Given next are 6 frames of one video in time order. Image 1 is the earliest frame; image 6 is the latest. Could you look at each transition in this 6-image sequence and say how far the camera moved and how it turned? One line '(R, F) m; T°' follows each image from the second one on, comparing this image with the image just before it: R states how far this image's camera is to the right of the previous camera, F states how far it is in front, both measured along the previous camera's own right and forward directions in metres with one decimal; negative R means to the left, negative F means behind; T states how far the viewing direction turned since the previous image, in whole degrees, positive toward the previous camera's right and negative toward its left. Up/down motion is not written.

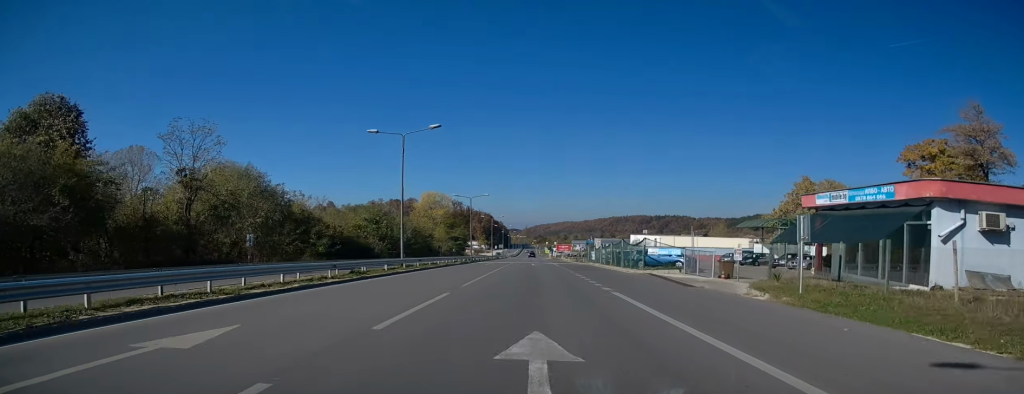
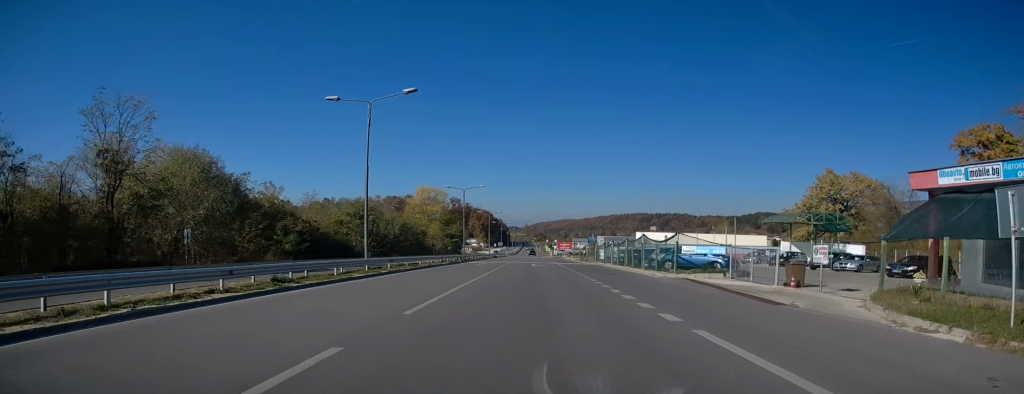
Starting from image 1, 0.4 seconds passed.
(0.0, +7.9) m; 0°
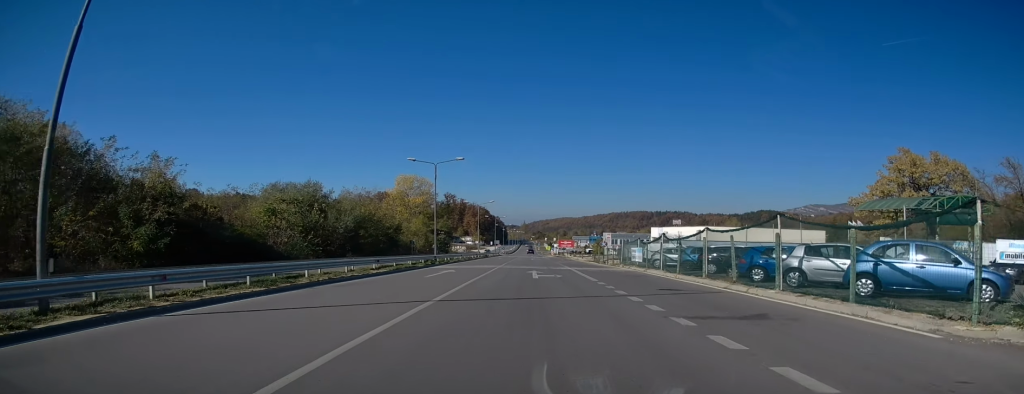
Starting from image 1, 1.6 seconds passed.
(-0.1, +20.0) m; 0°
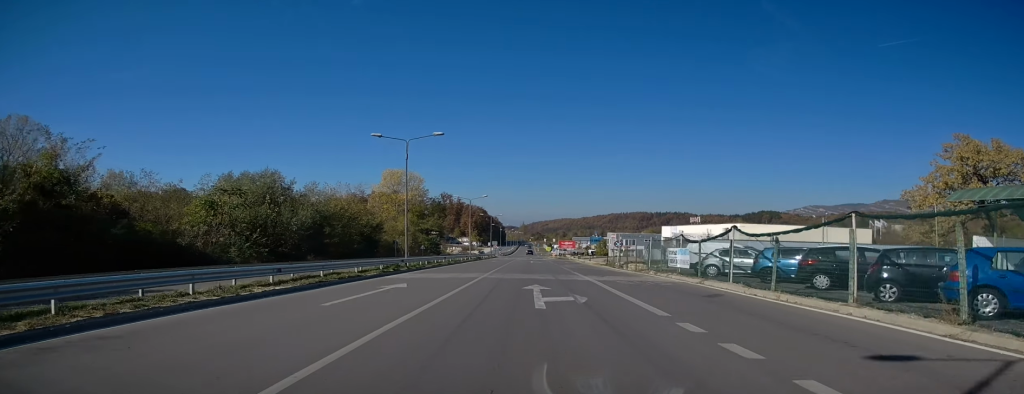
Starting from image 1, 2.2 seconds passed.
(+0.1, +11.3) m; +1°
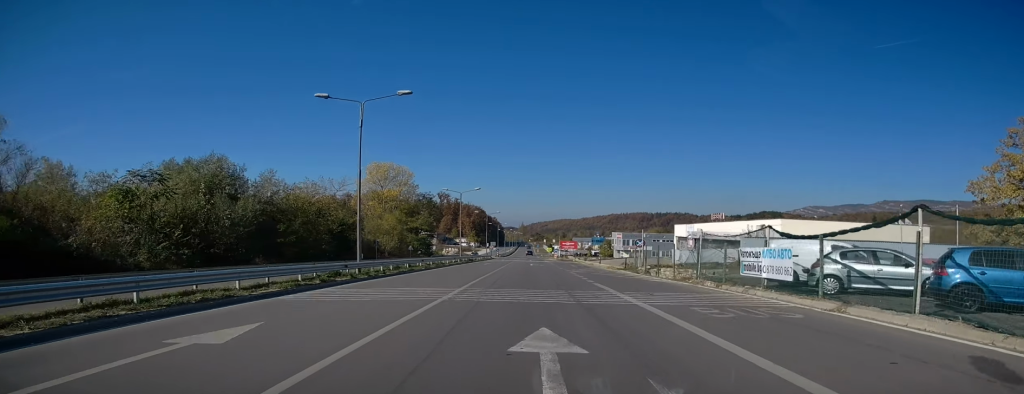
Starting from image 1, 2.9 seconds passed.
(+0.1, +10.2) m; 0°
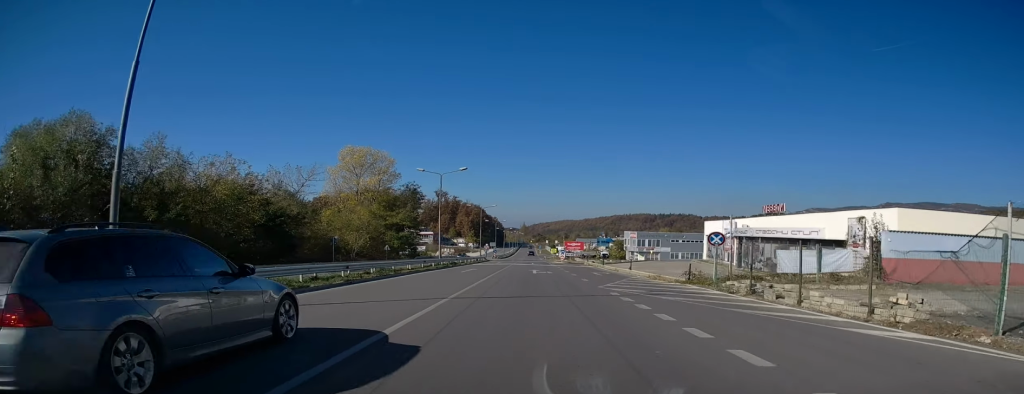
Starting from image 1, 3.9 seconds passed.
(-0.1, +16.4) m; -1°
